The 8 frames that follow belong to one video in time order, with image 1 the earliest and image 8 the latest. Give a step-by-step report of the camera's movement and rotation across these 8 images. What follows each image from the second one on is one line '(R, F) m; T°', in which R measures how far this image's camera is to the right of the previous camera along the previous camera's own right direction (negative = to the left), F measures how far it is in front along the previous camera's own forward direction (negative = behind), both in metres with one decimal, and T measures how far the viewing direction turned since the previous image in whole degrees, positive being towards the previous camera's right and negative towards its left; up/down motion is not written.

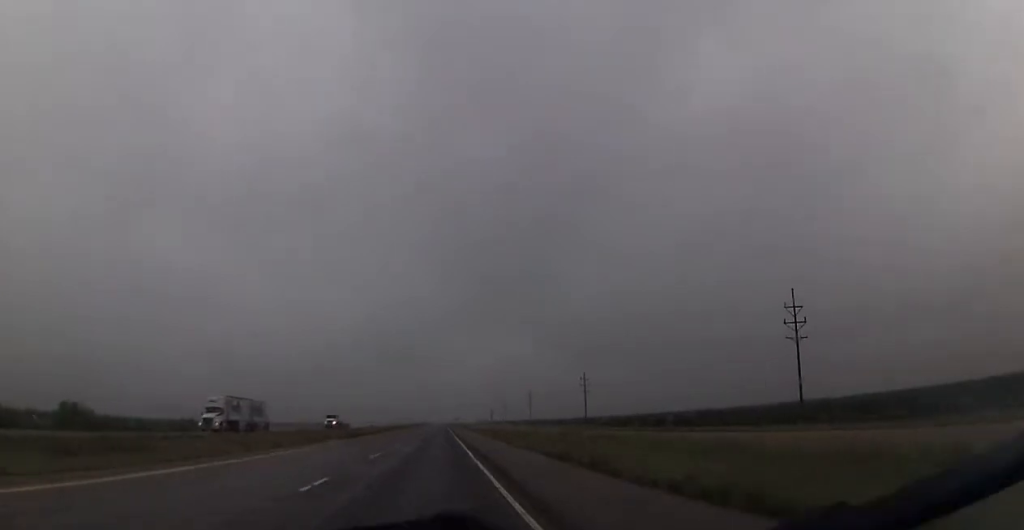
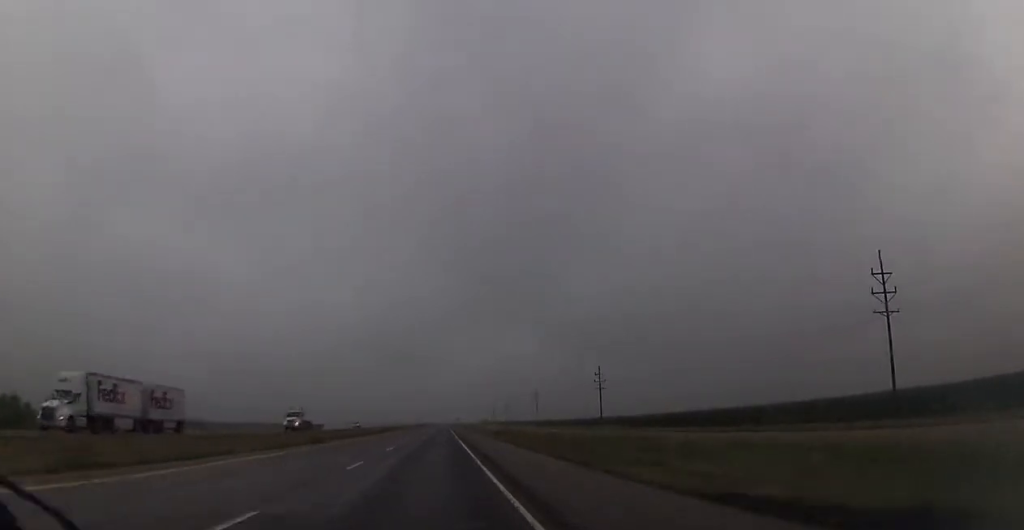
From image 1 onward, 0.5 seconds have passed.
(+0.1, +18.2) m; 0°
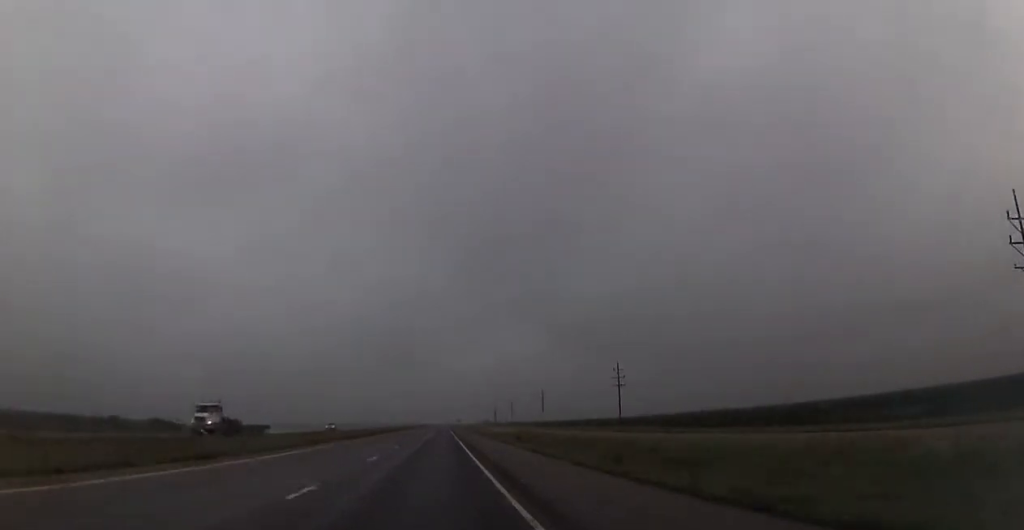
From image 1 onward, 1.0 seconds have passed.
(+0.2, +19.4) m; 0°
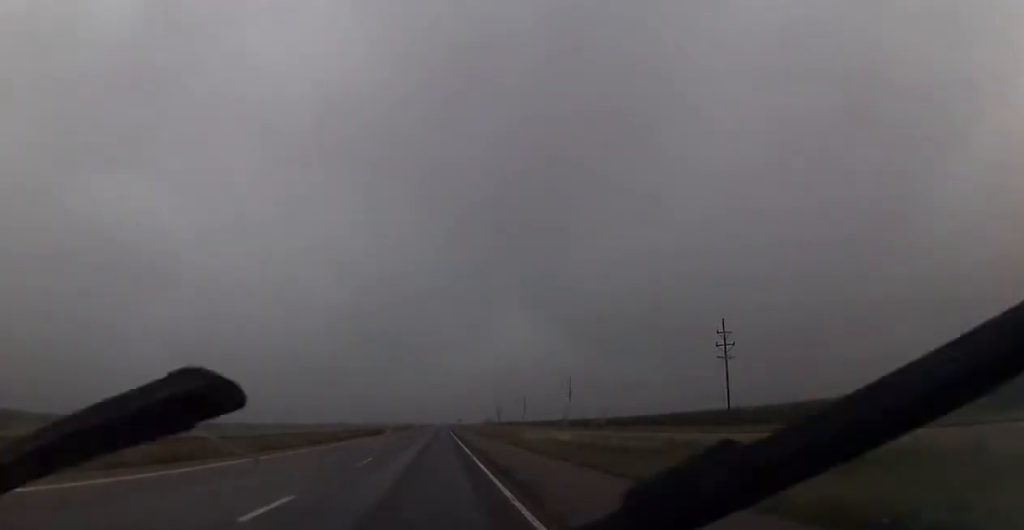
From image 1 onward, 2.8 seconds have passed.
(-0.6, +63.1) m; 0°
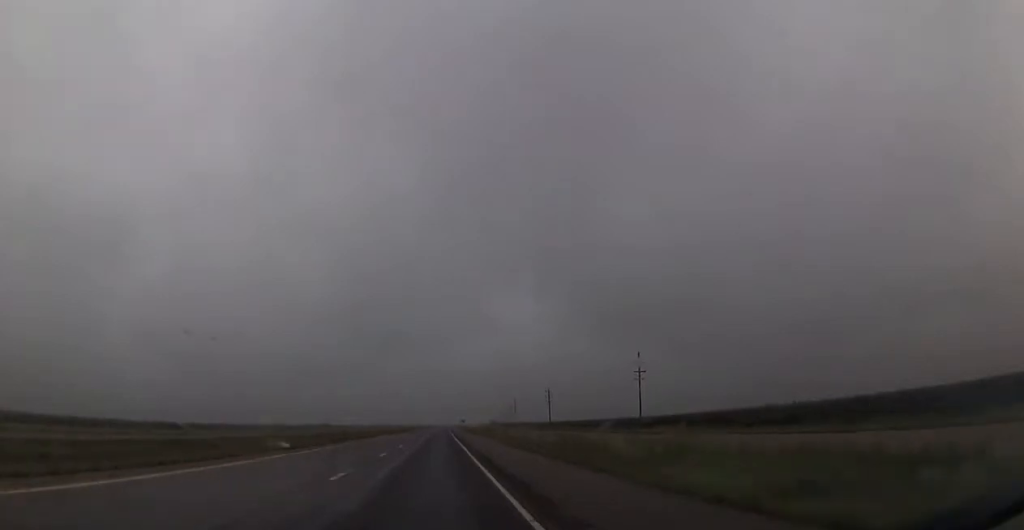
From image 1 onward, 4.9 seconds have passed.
(+0.2, +77.7) m; 0°
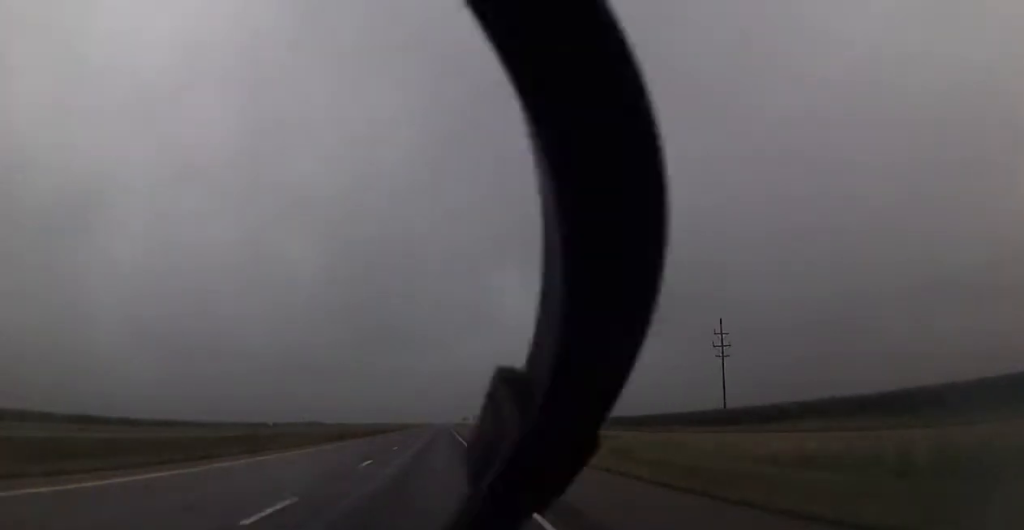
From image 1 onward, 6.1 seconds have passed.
(+0.1, +43.6) m; 0°
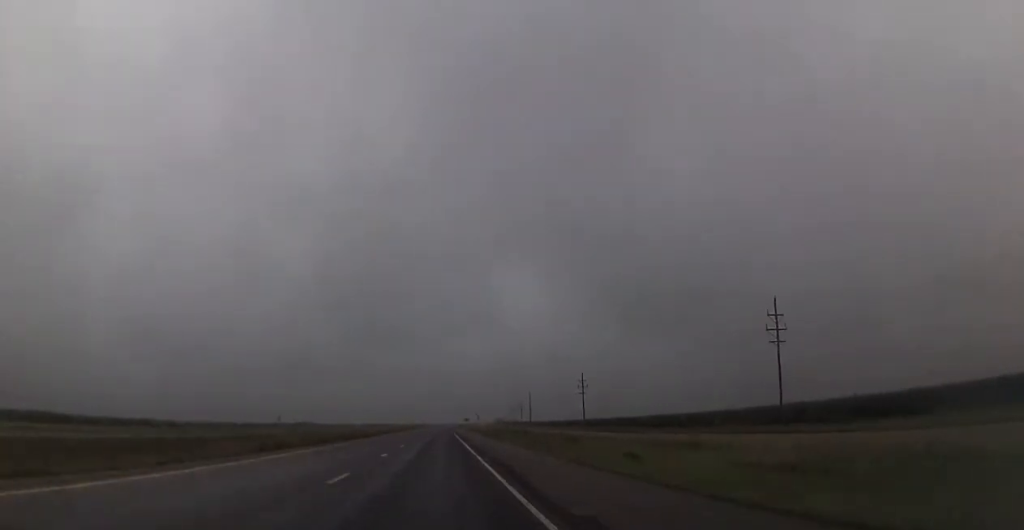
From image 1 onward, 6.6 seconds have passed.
(-0.1, +18.2) m; 0°
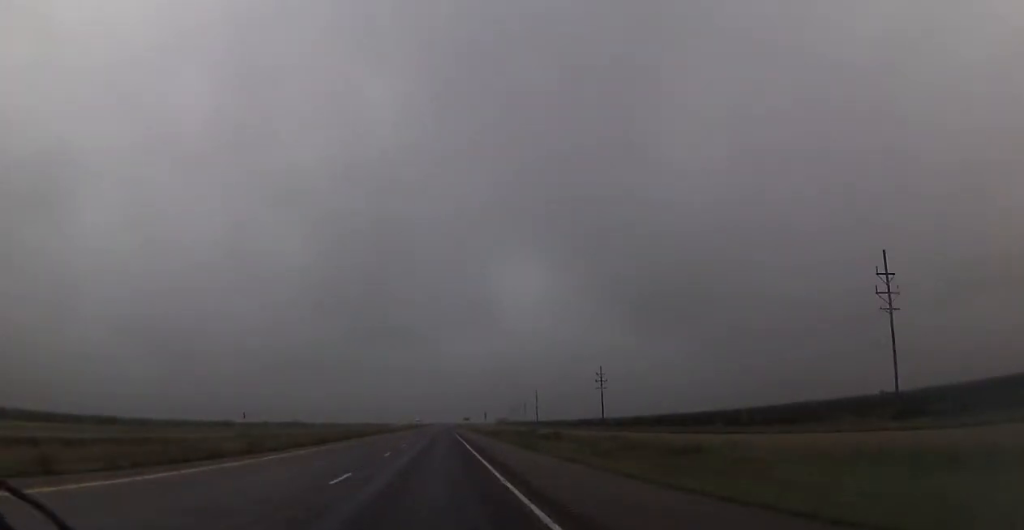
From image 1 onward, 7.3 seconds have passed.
(-0.1, +24.3) m; 0°
